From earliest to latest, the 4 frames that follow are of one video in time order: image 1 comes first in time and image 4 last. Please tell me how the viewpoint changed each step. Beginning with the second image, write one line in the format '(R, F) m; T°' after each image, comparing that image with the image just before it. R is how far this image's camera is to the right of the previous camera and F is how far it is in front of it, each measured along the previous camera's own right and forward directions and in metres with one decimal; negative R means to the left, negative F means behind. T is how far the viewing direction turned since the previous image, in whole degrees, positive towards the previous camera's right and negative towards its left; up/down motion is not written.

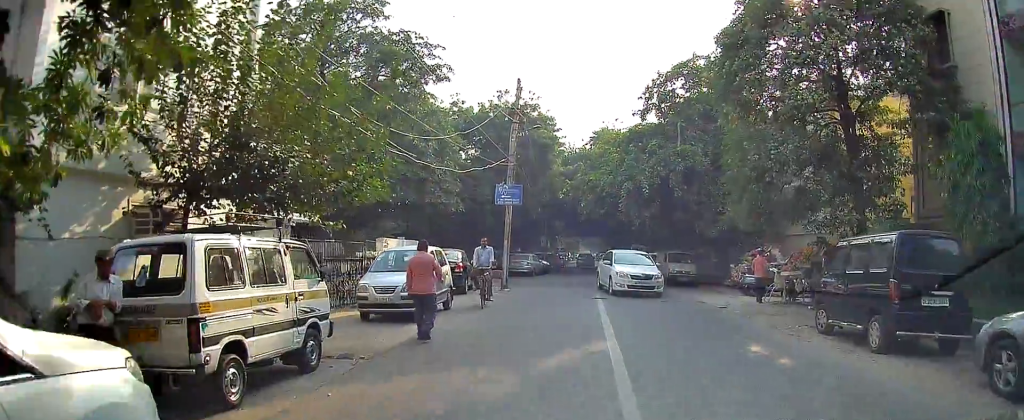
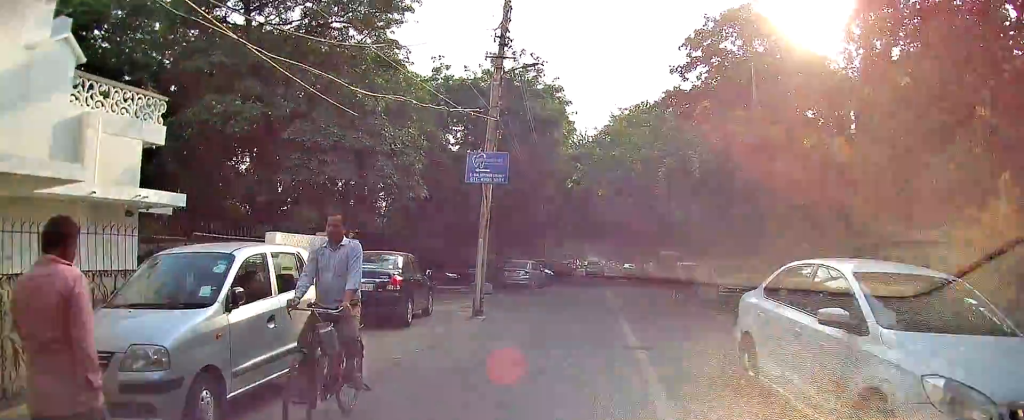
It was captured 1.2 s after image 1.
(+0.1, +9.1) m; +2°
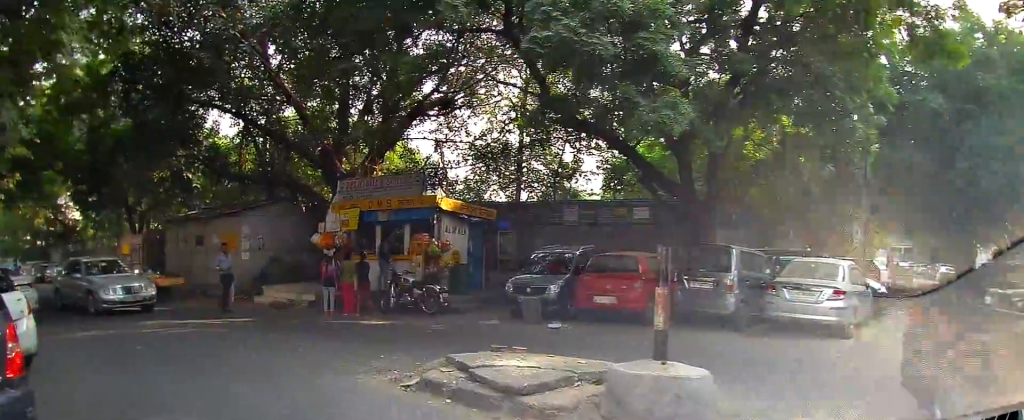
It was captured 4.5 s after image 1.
(-1.7, +18.6) m; -29°
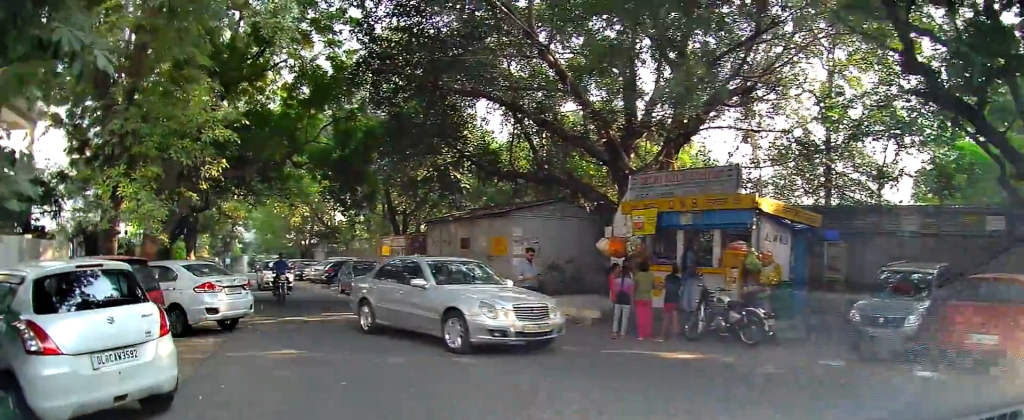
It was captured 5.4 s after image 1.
(-0.8, +3.0) m; -21°
